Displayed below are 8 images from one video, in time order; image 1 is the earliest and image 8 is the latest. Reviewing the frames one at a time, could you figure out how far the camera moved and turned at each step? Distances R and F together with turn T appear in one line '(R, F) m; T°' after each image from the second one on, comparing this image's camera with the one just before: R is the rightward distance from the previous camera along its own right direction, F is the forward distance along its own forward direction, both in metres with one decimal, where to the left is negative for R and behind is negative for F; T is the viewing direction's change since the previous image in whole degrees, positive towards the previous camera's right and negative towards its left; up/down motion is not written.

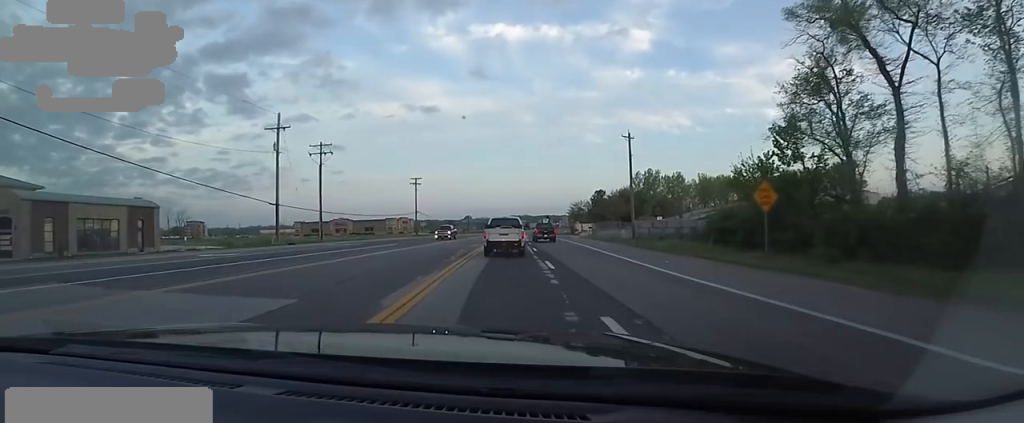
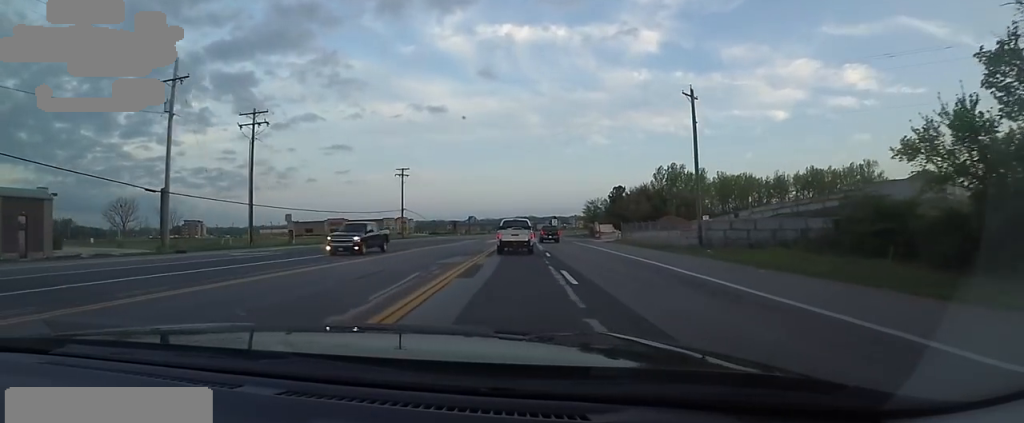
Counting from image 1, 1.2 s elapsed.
(+1.1, +16.0) m; 0°
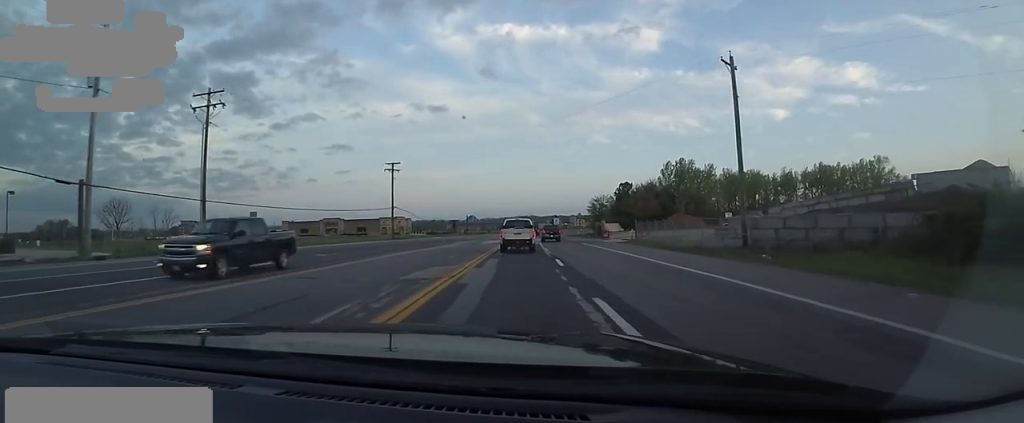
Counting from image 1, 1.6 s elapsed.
(-0.4, +6.4) m; -1°
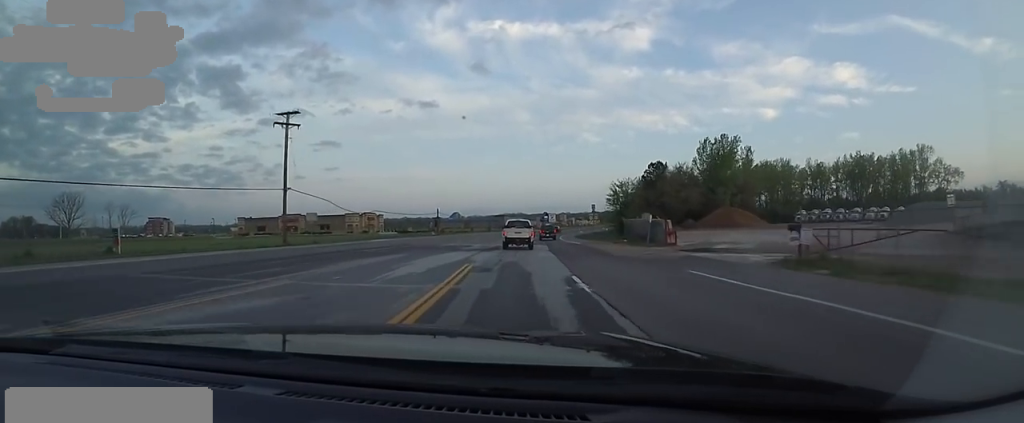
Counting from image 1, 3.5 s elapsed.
(-0.3, +31.4) m; +1°
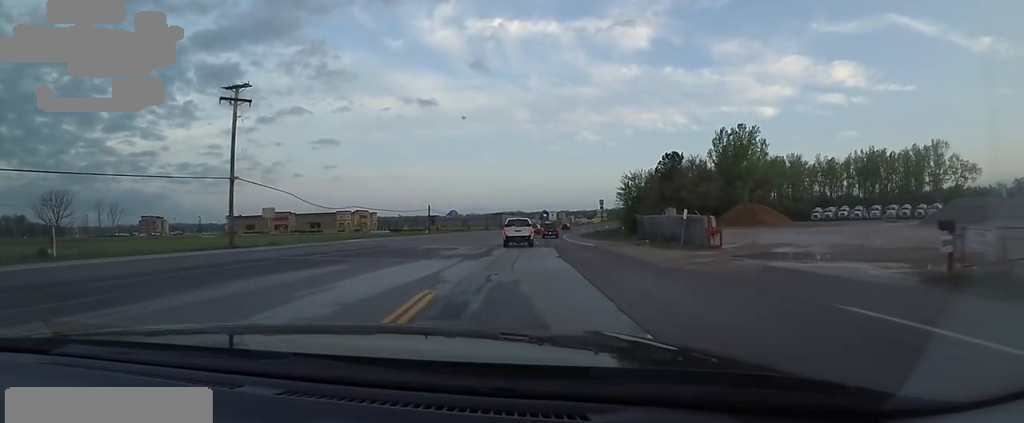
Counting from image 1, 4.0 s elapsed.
(+0.1, +8.2) m; -1°
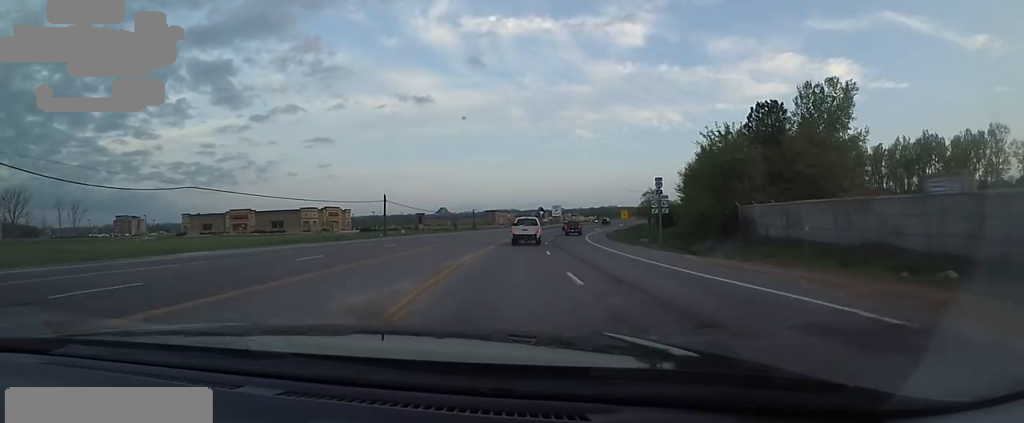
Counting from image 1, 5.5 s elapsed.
(-0.3, +27.4) m; 0°
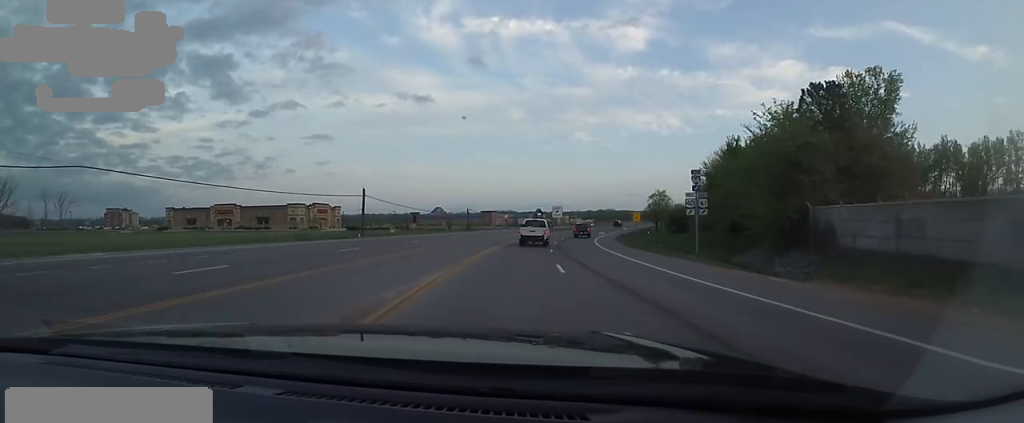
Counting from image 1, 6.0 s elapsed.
(+0.1, +8.0) m; +1°
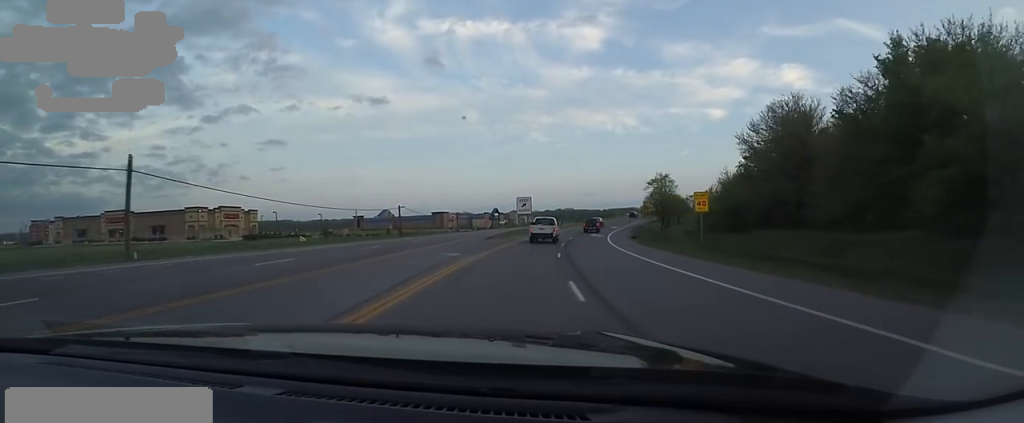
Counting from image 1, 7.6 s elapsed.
(+1.7, +31.2) m; +8°
